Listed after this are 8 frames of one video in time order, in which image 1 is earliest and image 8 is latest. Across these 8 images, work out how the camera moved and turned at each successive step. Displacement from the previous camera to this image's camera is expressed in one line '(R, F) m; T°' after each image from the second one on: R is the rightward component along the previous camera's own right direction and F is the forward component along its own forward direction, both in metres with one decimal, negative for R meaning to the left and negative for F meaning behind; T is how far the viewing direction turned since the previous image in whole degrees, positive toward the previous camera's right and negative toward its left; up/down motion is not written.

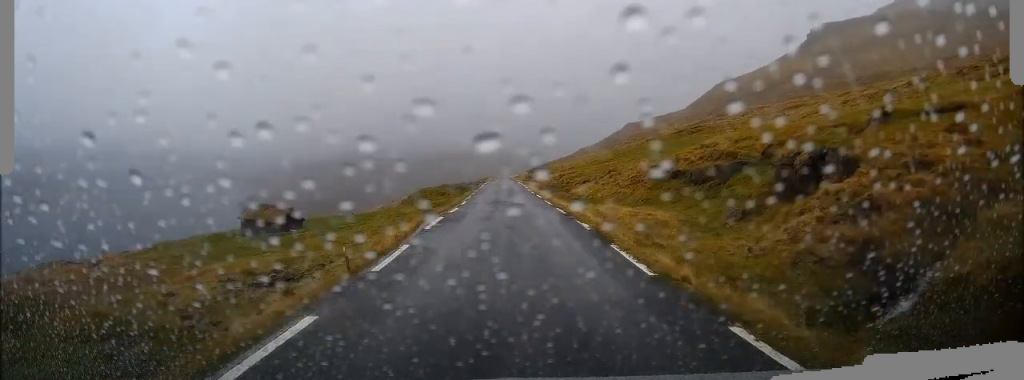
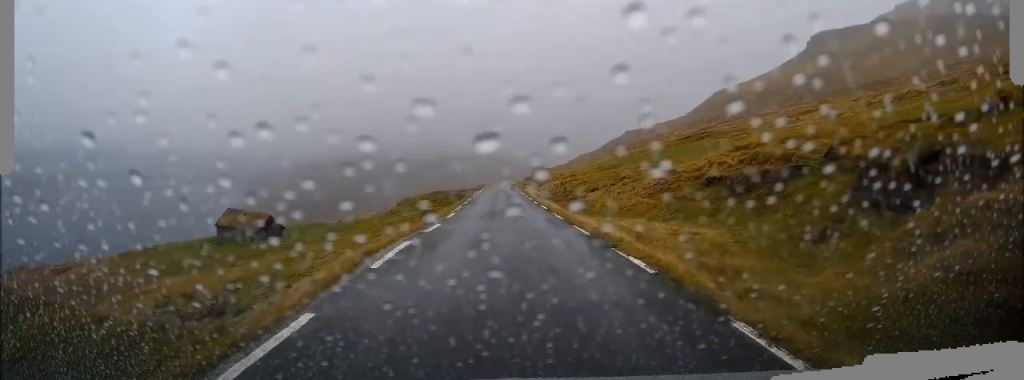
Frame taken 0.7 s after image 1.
(+0.1, +5.7) m; 0°
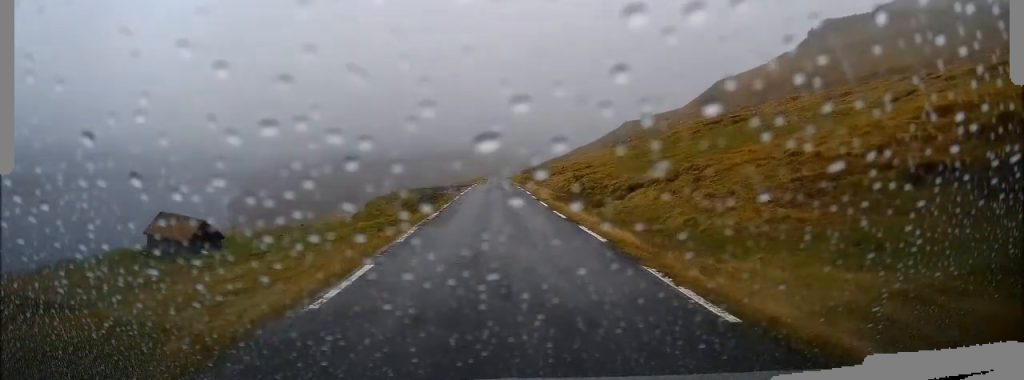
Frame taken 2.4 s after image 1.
(-0.3, +14.6) m; 0°
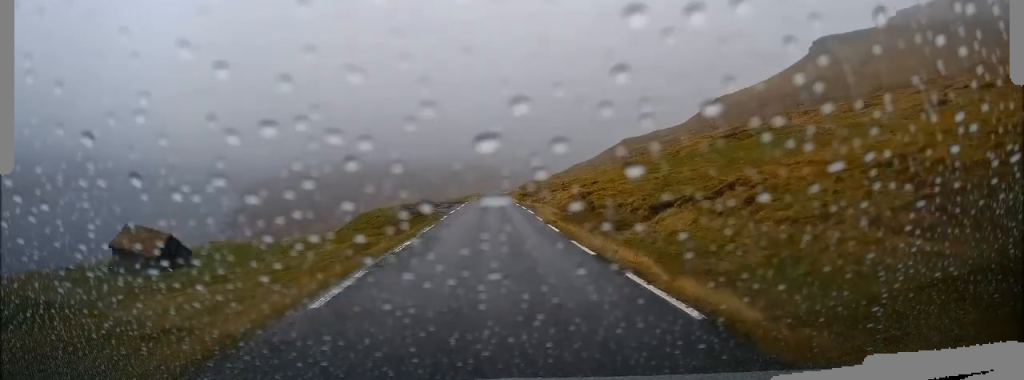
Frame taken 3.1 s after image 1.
(+0.1, +5.5) m; 0°
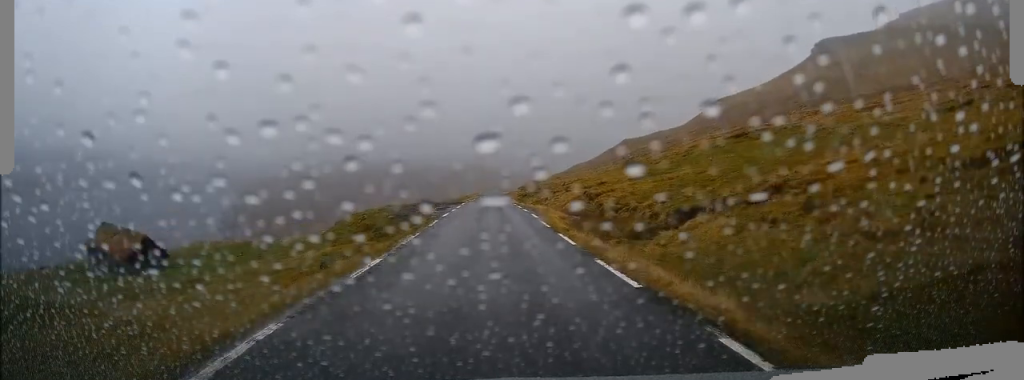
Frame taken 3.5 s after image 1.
(+0.1, +3.8) m; 0°
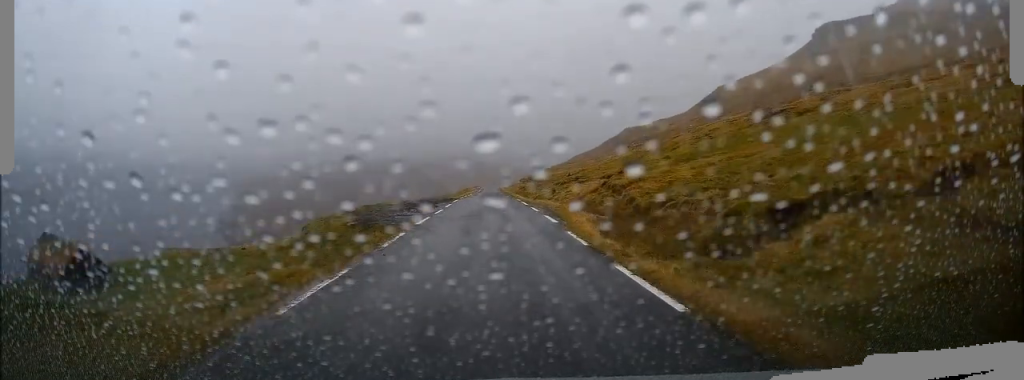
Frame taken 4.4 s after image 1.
(-0.1, +8.1) m; -1°
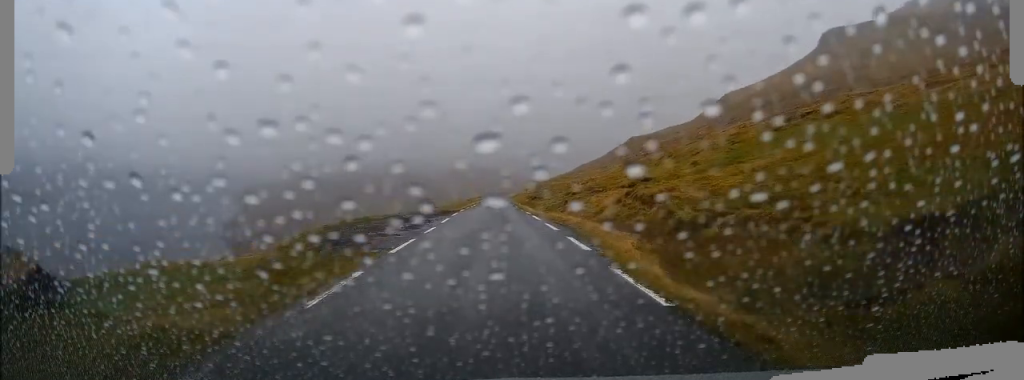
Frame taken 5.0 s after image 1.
(0.0, +5.2) m; -1°
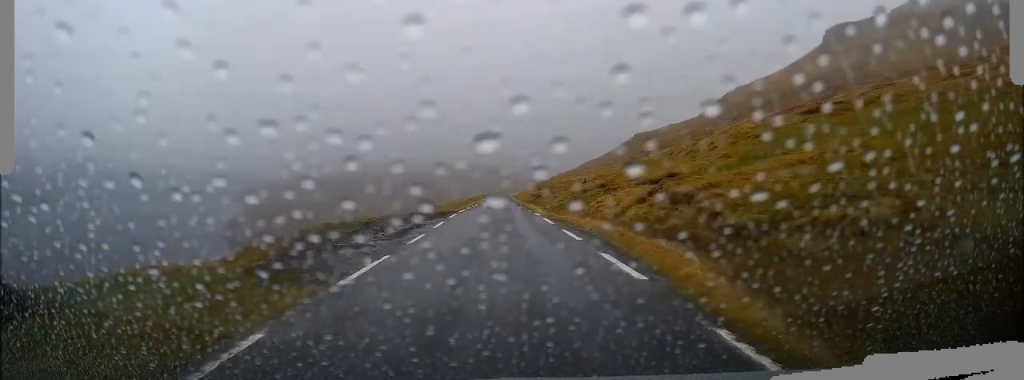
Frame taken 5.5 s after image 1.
(0.0, +4.3) m; -1°
